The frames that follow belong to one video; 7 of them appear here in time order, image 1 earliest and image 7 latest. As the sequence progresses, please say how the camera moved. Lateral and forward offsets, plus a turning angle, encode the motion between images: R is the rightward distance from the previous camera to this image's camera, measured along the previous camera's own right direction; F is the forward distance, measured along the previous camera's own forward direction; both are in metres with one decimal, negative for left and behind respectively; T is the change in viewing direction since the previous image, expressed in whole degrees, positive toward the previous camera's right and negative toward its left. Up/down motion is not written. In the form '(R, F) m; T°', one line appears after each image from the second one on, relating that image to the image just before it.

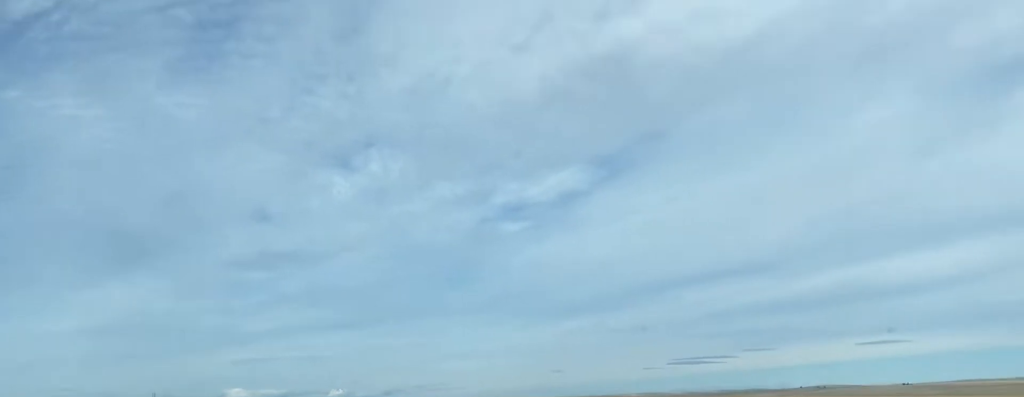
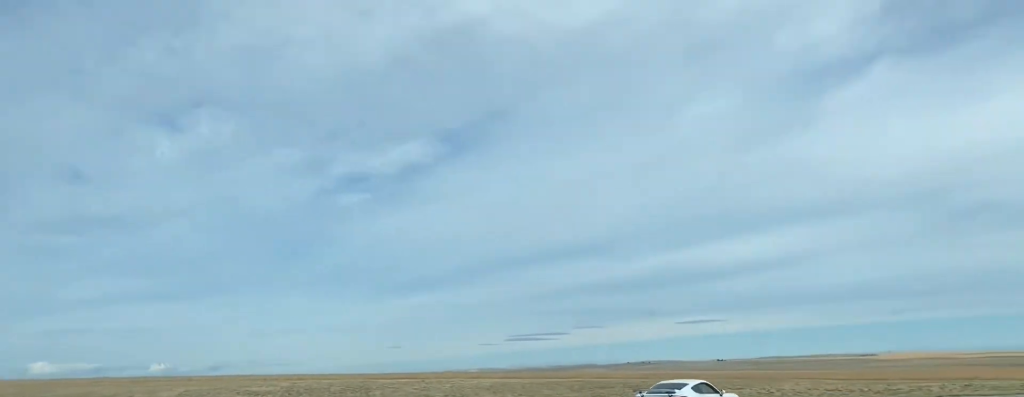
(-0.8, +9.5) m; +7°
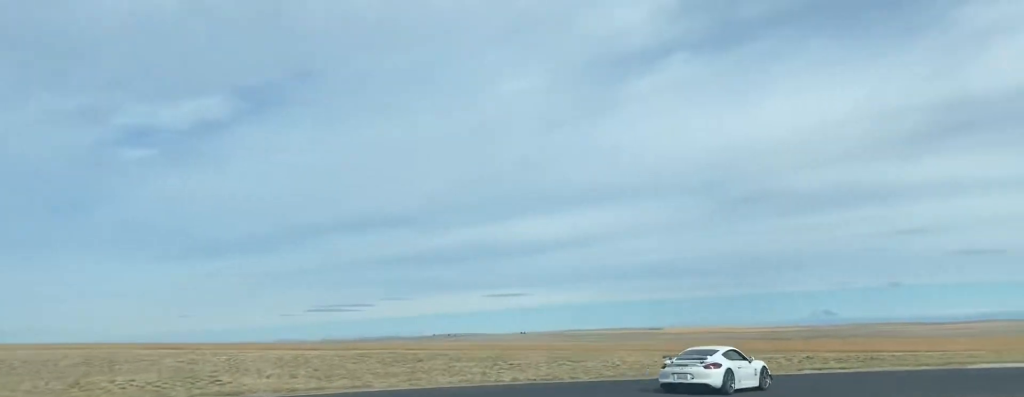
(+2.3, +9.8) m; +21°
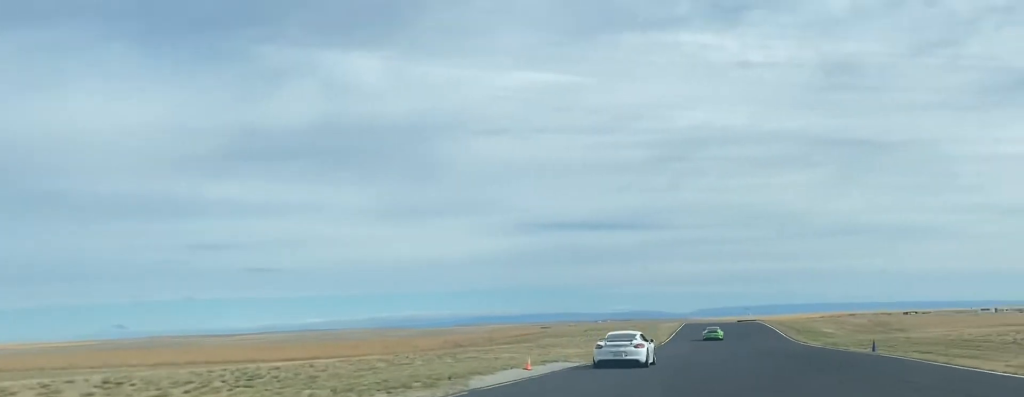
(+15.9, +24.8) m; +57°
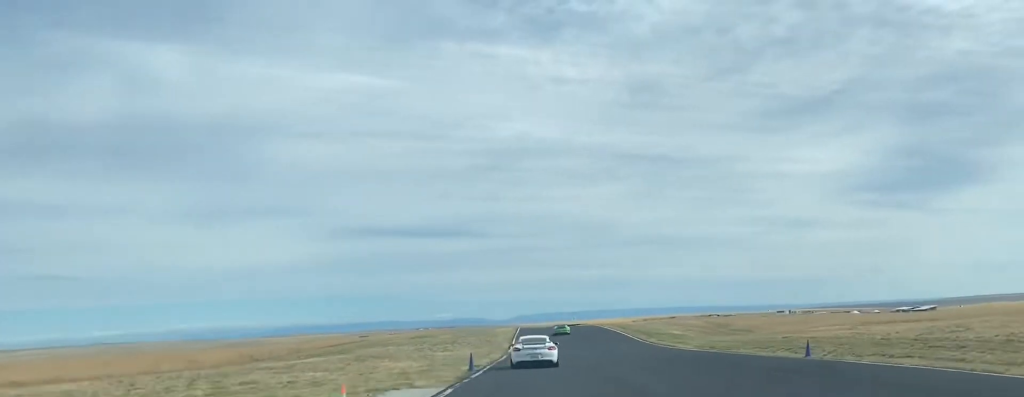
(+1.4, +14.1) m; +11°
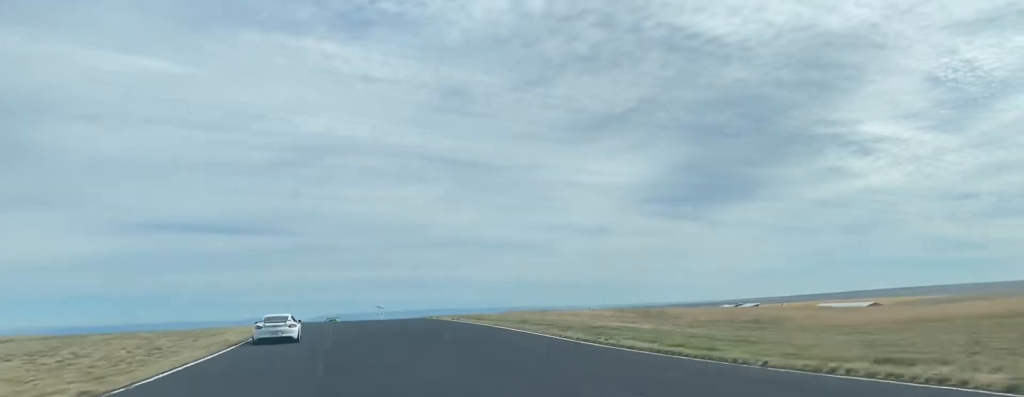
(+12.3, +54.6) m; +11°
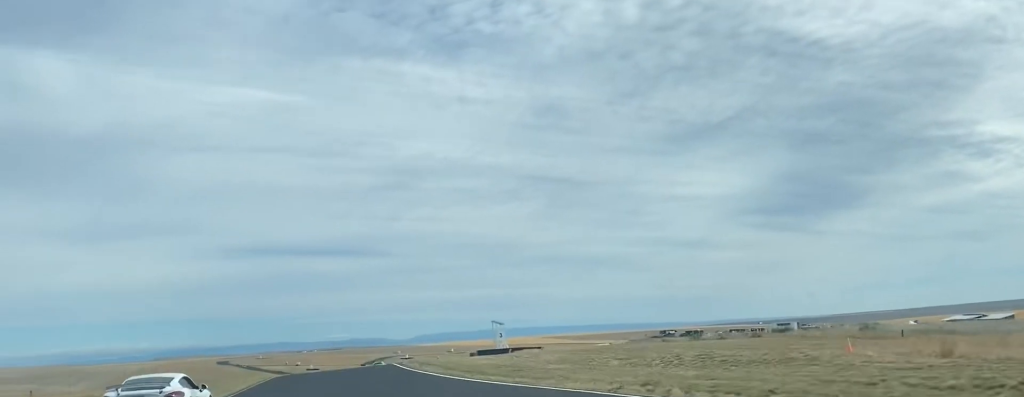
(-14.7, +93.4) m; -14°
